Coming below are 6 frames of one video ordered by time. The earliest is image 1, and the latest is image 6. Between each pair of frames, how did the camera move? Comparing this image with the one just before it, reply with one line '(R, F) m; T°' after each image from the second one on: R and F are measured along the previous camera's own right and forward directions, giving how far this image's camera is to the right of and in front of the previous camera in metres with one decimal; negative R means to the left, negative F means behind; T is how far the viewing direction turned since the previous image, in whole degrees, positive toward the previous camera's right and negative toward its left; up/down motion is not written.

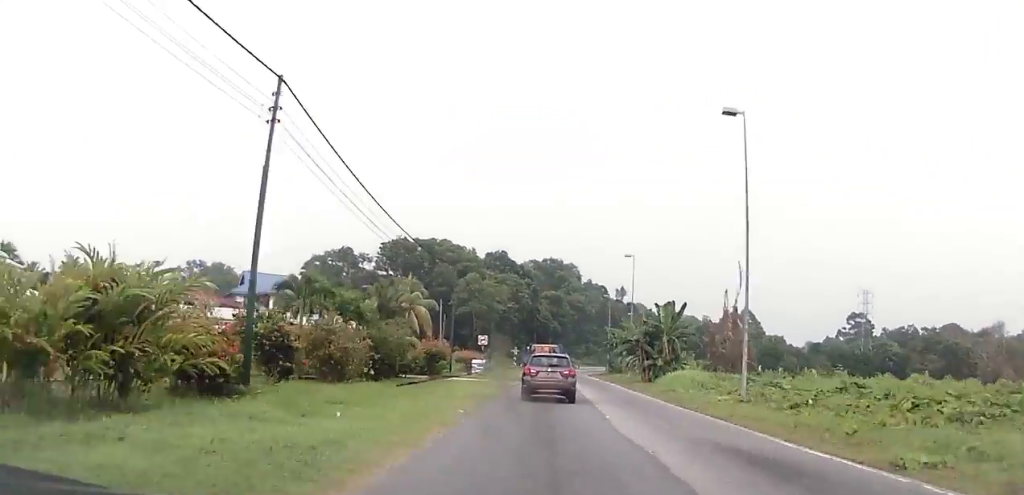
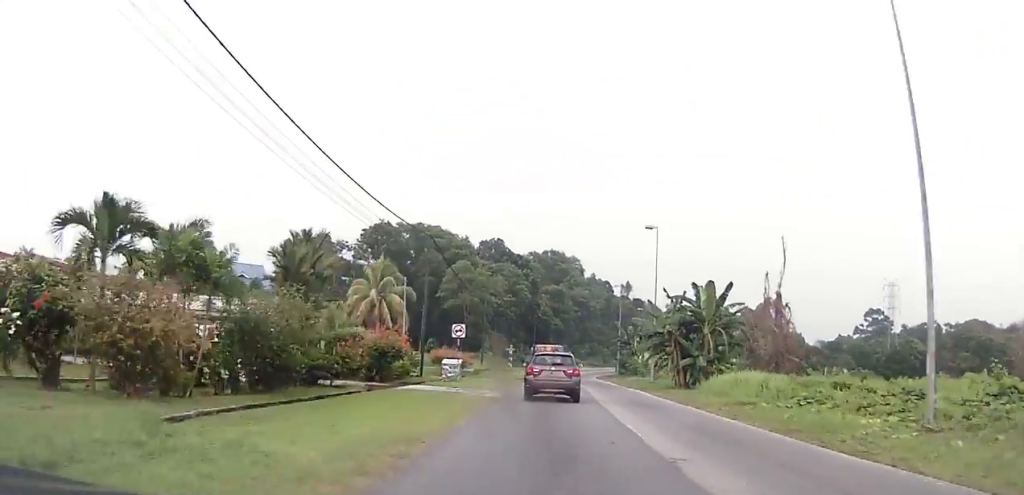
(+0.2, +13.9) m; 0°
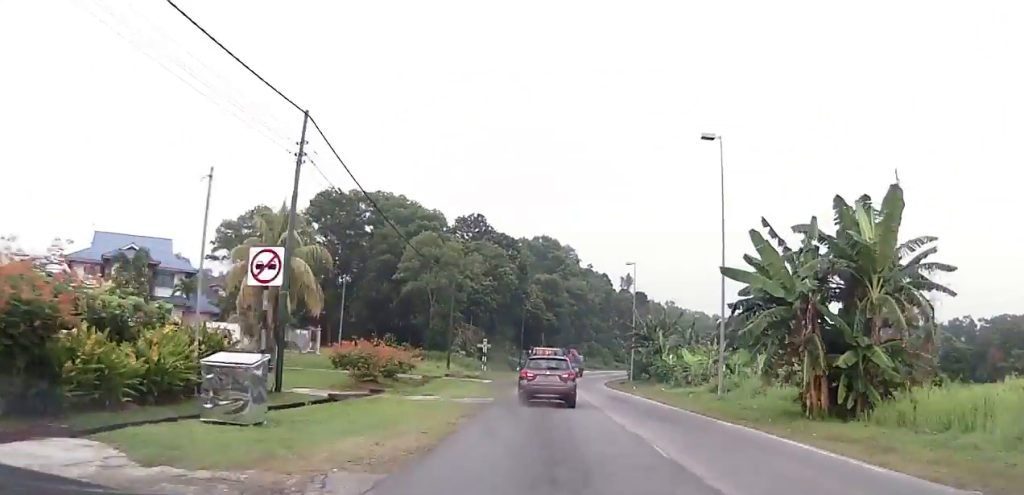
(-0.6, +23.0) m; -1°
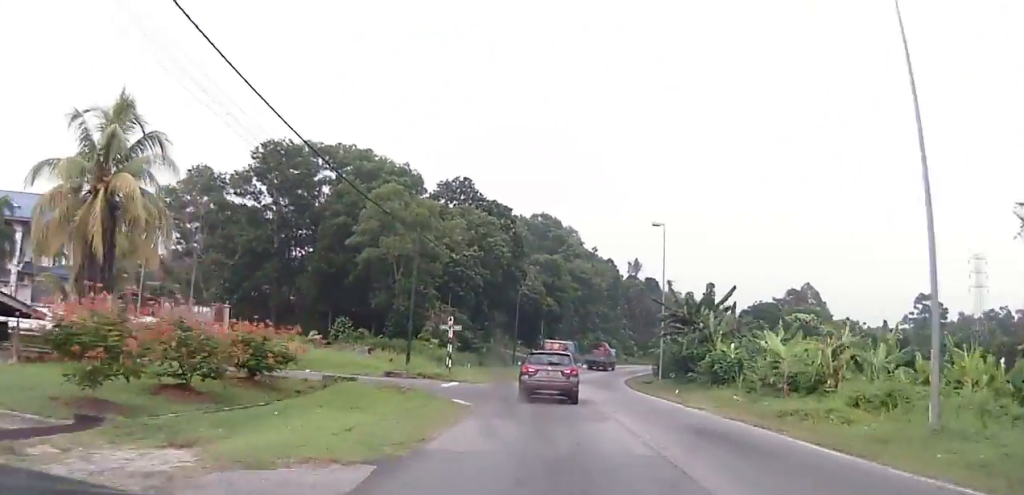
(+0.5, +17.9) m; +2°
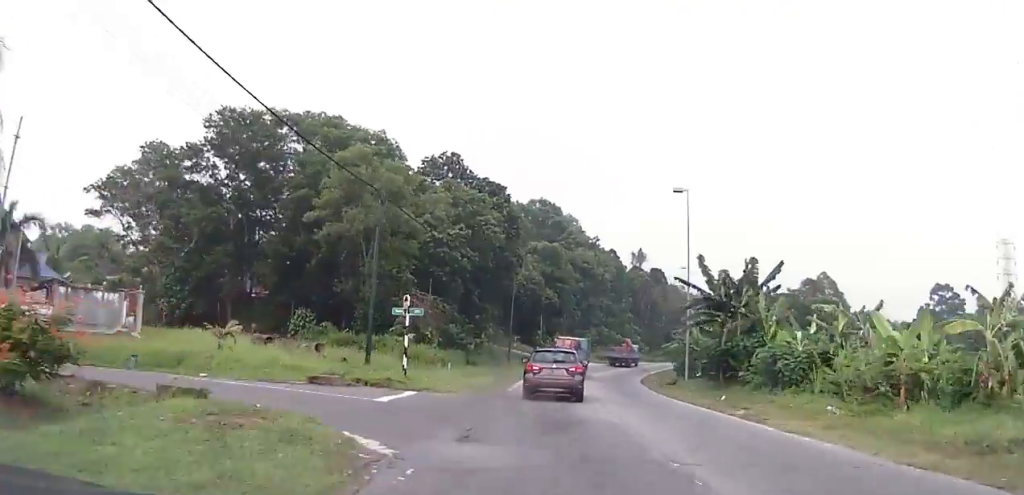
(0.0, +9.8) m; 0°
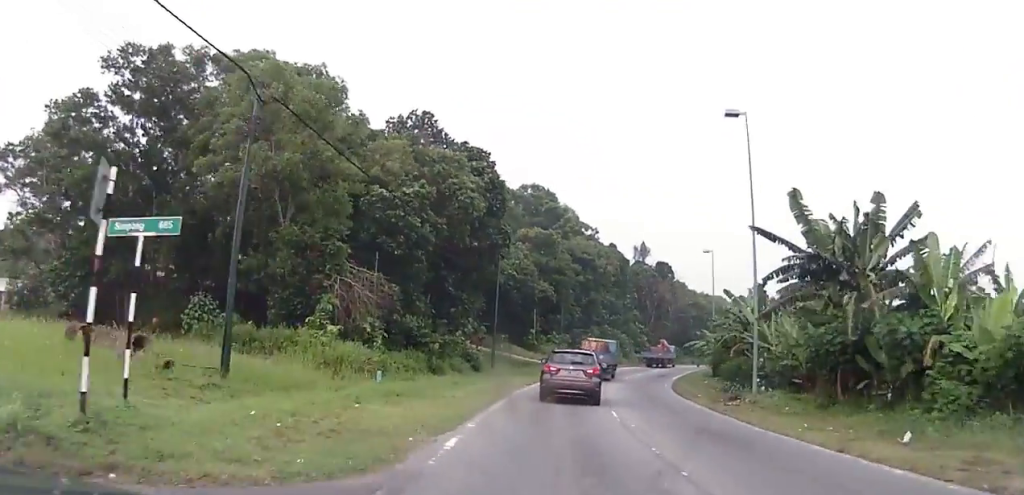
(0.0, +14.9) m; 0°
